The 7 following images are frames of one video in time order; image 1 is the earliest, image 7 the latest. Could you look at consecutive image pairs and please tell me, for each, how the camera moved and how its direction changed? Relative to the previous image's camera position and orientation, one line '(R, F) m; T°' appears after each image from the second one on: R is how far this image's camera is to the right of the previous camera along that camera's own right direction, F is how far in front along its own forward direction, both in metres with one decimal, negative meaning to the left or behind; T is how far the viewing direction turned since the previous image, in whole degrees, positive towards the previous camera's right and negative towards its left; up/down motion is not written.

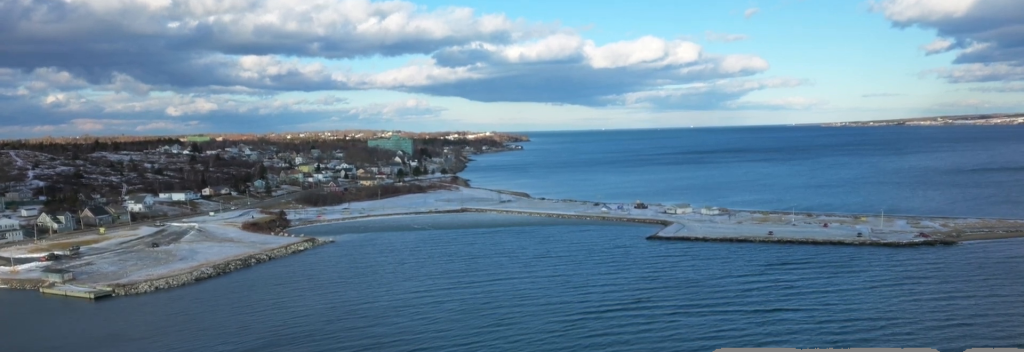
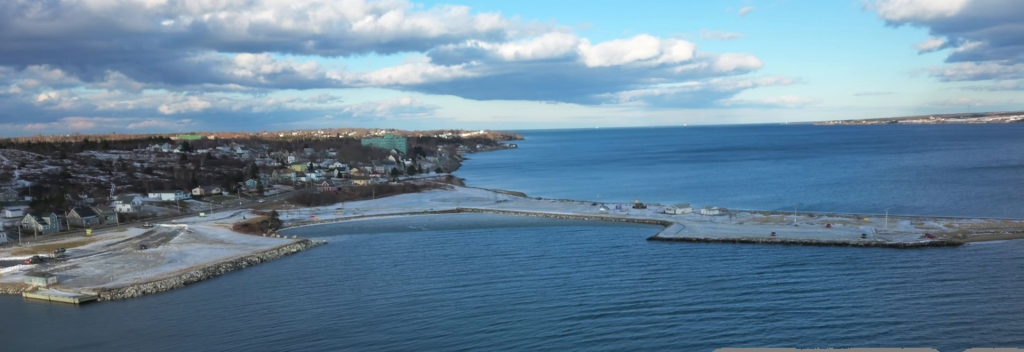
(0.0, +6.9) m; +1°
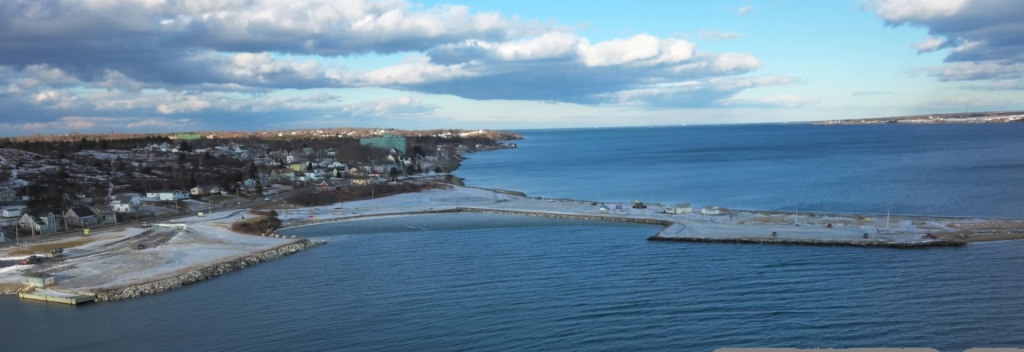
(0.0, +1.5) m; 0°
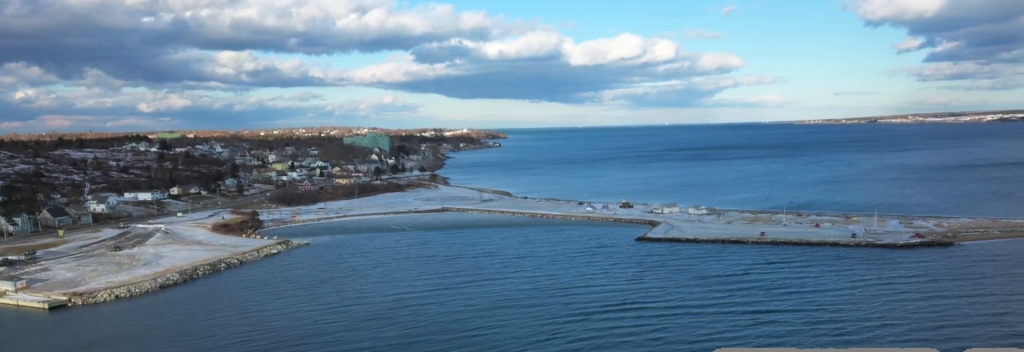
(+0.1, +4.8) m; +1°
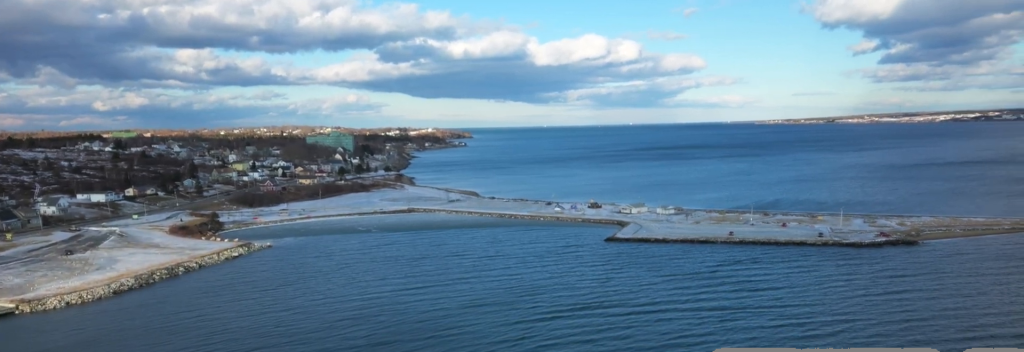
(0.0, +4.8) m; +1°
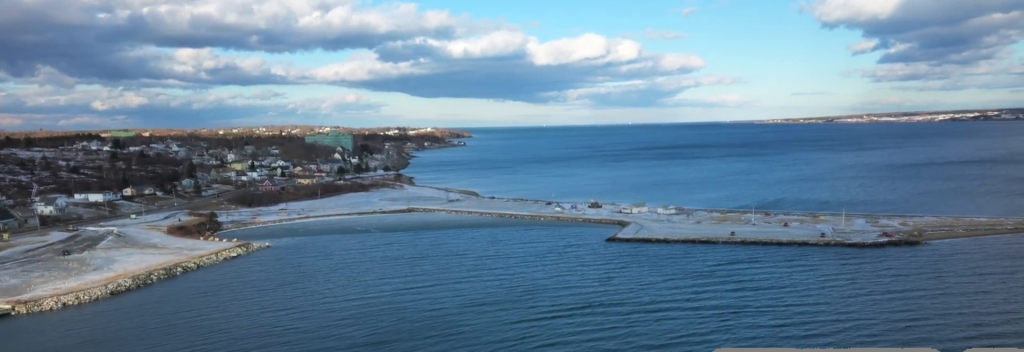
(0.0, +2.0) m; +1°
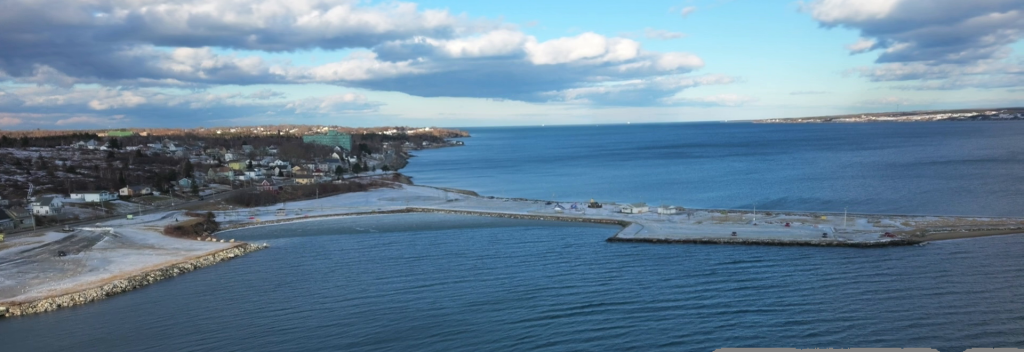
(0.0, +2.4) m; +1°
